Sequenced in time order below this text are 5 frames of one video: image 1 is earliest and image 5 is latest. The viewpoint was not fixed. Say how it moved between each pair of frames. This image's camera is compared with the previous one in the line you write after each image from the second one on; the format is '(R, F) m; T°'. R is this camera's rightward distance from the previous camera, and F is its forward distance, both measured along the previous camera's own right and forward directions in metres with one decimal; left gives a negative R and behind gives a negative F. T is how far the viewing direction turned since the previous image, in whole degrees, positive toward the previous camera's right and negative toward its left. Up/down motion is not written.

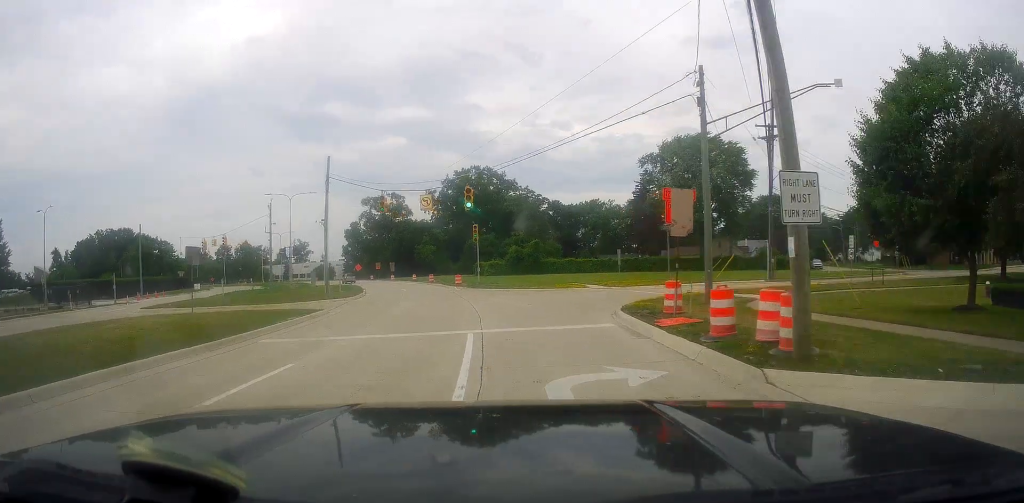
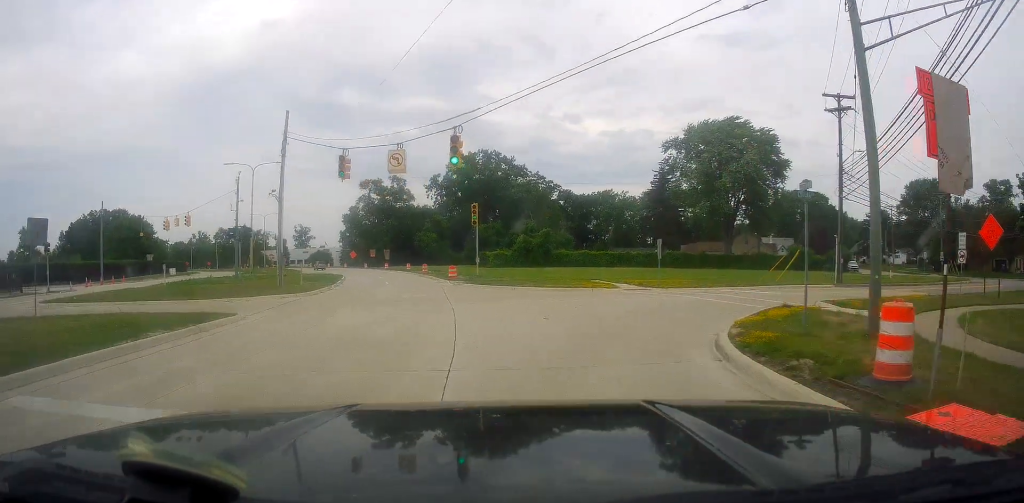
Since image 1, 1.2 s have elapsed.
(-0.1, +10.6) m; -1°
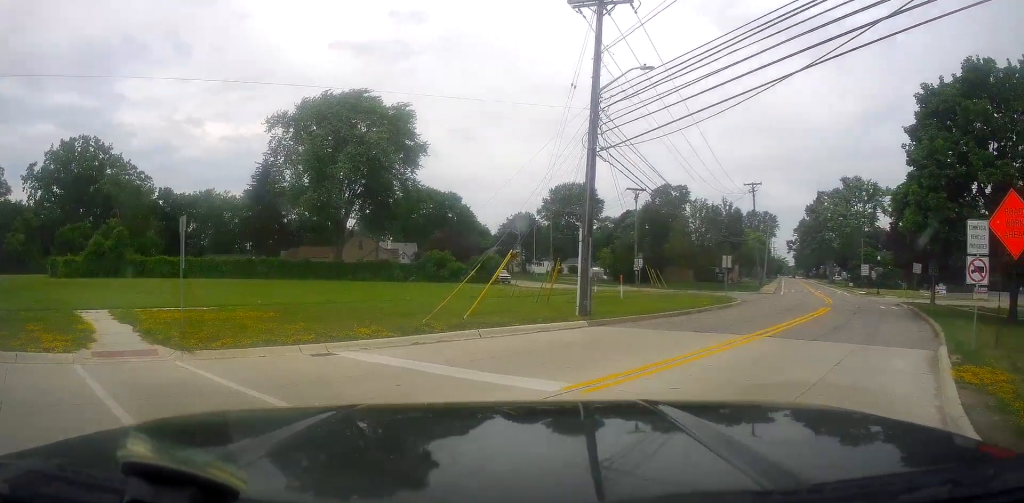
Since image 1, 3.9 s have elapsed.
(+4.4, +20.6) m; +34°
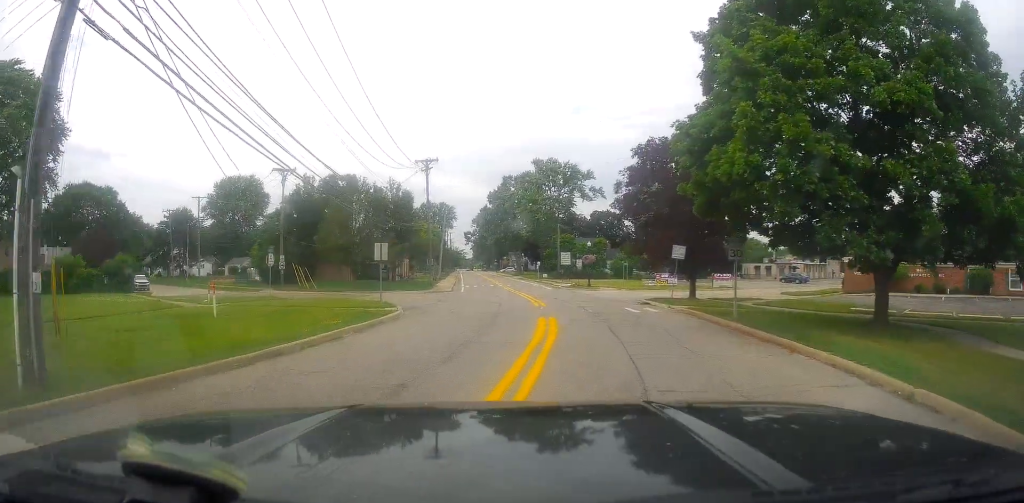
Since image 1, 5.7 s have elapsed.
(+3.8, +11.6) m; +29°
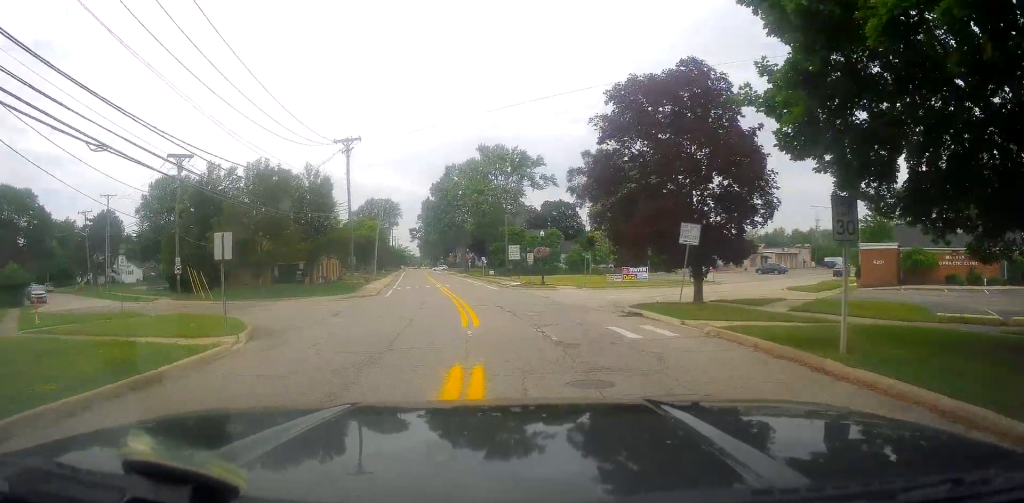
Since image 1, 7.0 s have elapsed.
(+0.9, +9.6) m; +12°
